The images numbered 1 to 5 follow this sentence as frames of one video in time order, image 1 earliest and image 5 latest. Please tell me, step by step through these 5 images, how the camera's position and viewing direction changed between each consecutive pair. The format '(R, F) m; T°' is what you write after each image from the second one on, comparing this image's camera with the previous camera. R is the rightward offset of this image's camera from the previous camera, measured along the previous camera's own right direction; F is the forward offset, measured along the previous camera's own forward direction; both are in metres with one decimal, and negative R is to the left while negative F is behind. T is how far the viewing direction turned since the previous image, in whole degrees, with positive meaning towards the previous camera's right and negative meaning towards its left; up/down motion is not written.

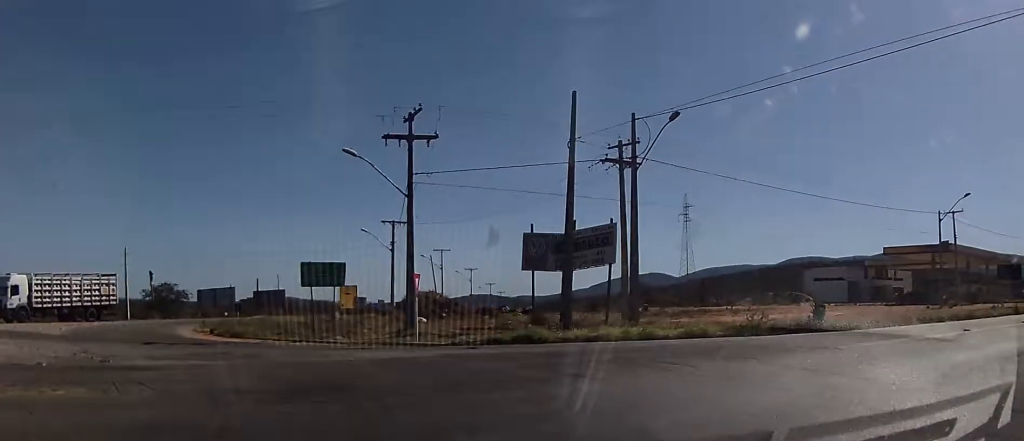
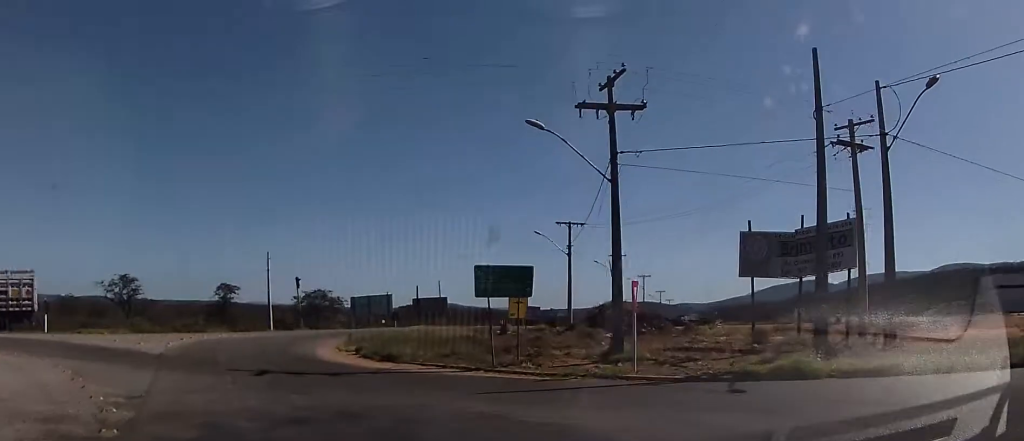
(-0.4, +6.5) m; -9°
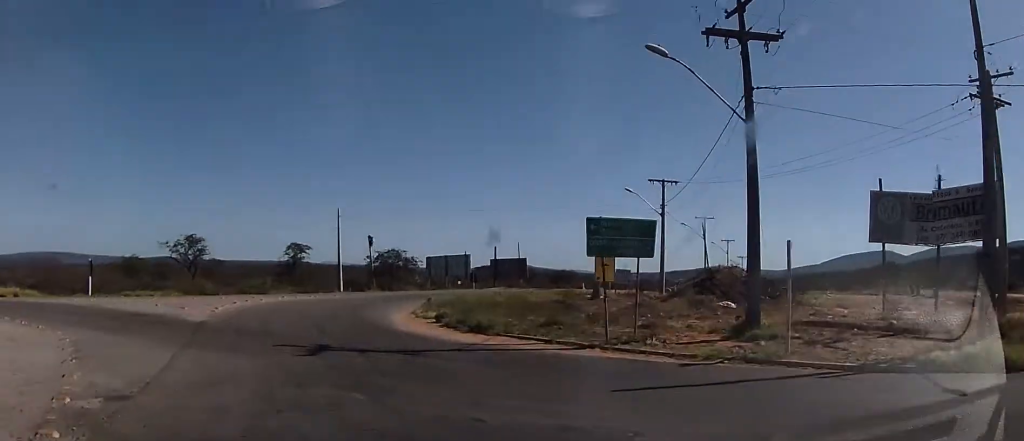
(-0.2, +3.9) m; -7°
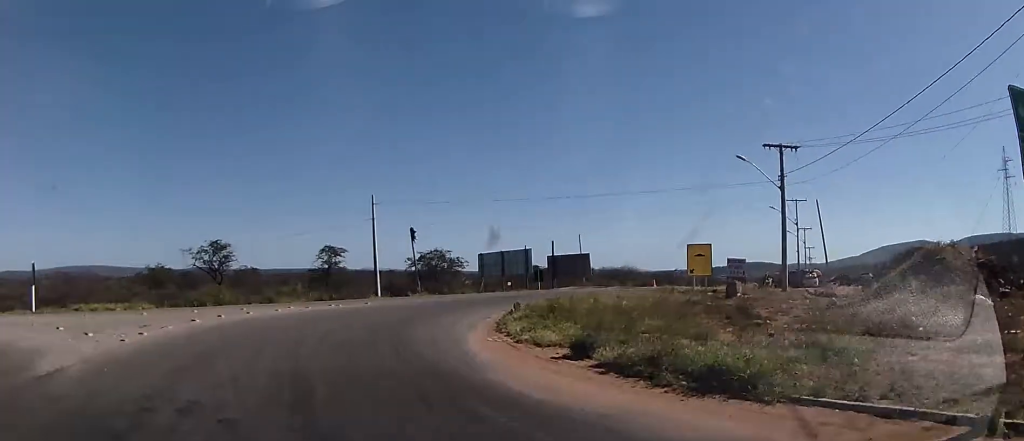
(-0.8, +12.1) m; 0°
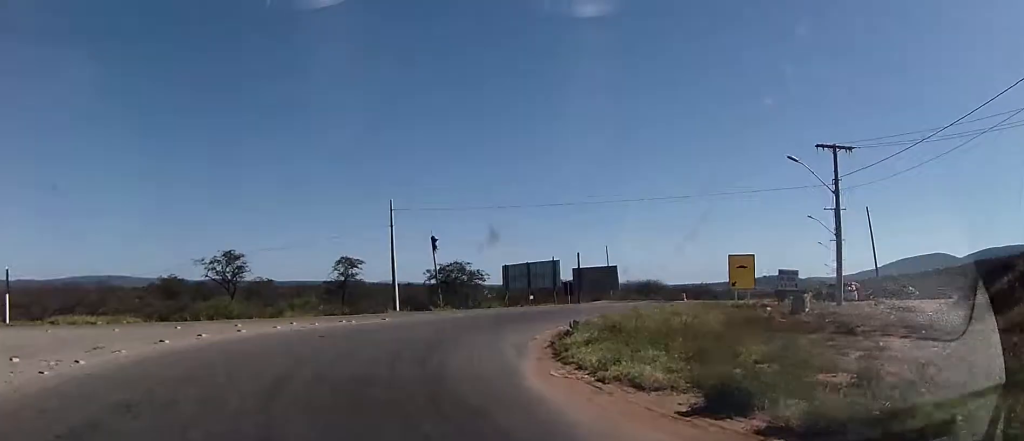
(+0.2, +4.0) m; -1°
